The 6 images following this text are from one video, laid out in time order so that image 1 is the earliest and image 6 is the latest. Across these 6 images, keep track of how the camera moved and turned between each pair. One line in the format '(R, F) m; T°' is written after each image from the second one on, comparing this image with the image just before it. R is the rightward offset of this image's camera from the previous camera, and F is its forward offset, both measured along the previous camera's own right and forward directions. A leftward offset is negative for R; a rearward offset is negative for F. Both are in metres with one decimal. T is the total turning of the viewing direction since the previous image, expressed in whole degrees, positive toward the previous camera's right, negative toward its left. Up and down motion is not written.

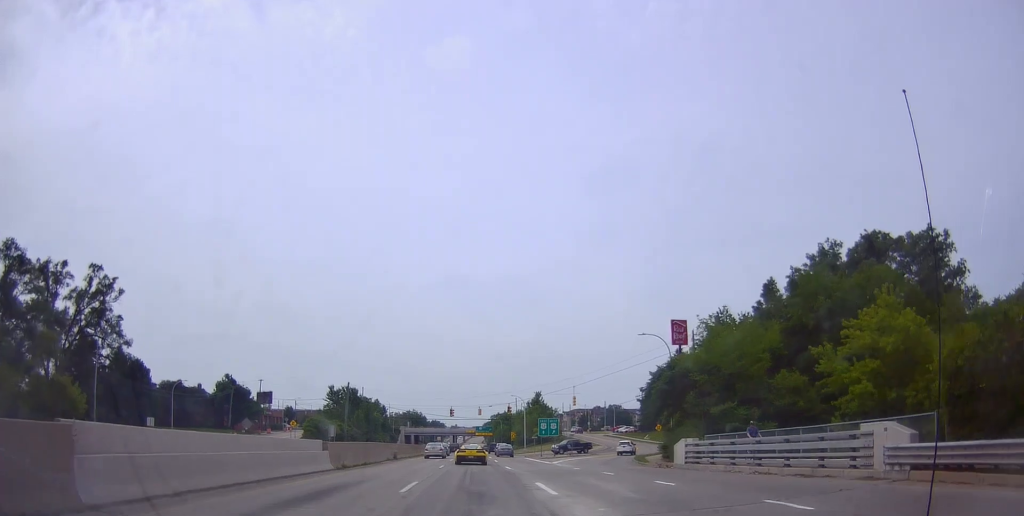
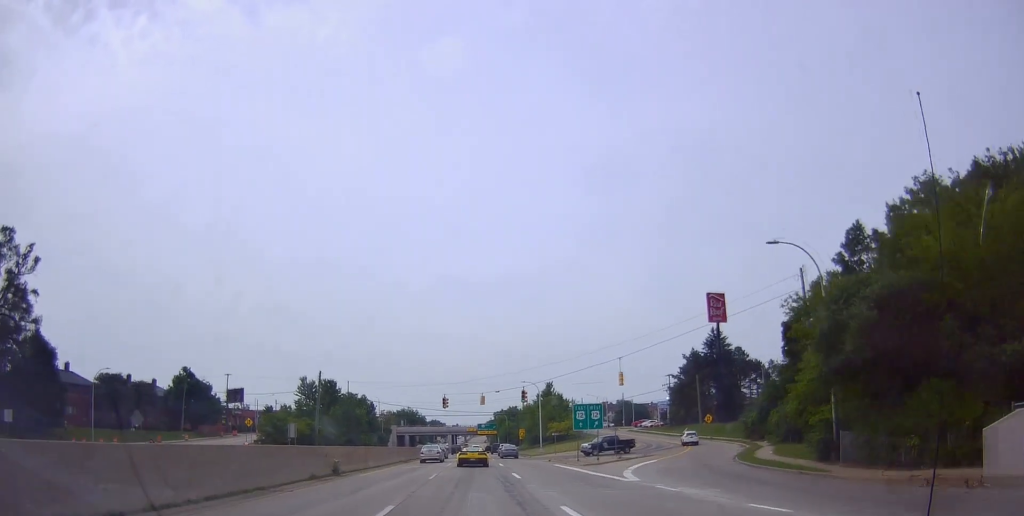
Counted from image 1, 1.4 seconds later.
(+0.6, +24.6) m; 0°
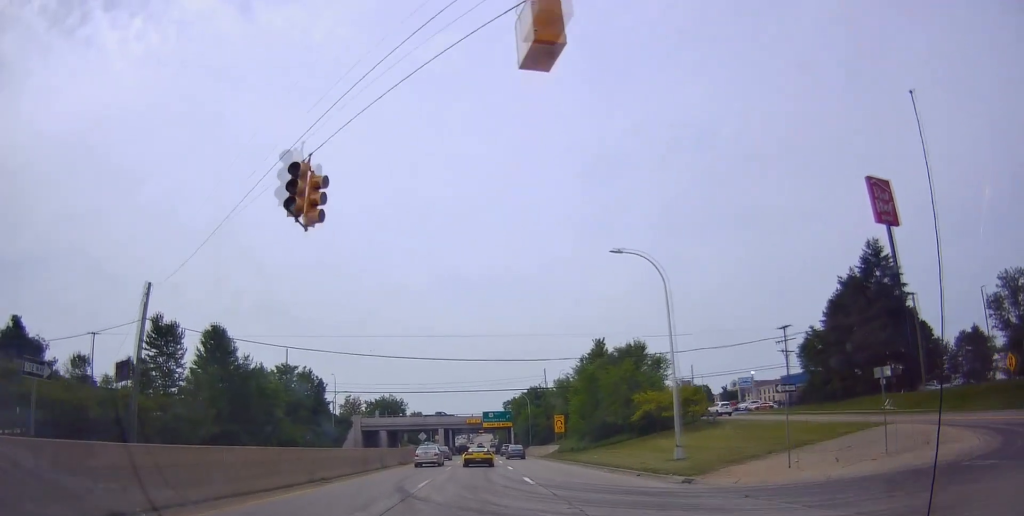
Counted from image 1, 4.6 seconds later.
(-0.9, +55.8) m; -2°
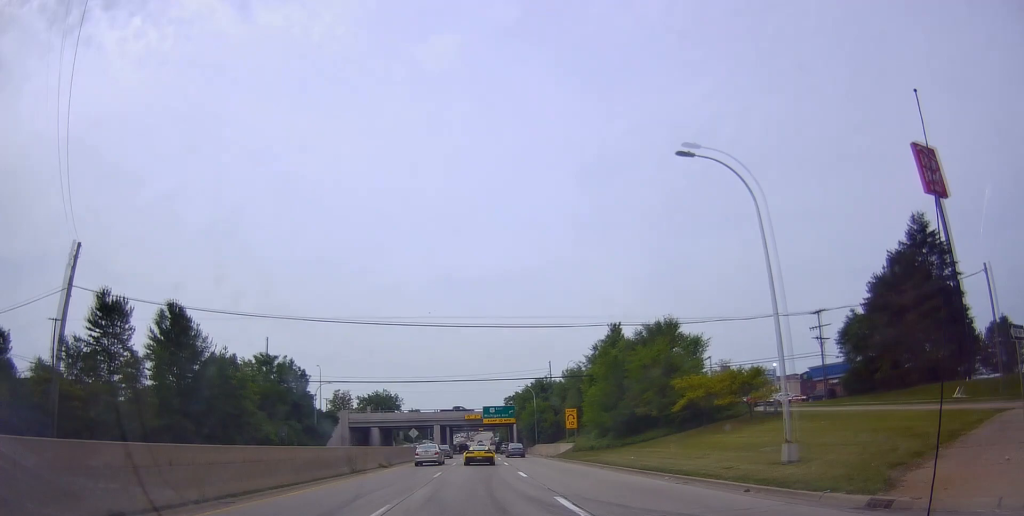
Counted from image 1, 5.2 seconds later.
(-0.1, +9.5) m; 0°
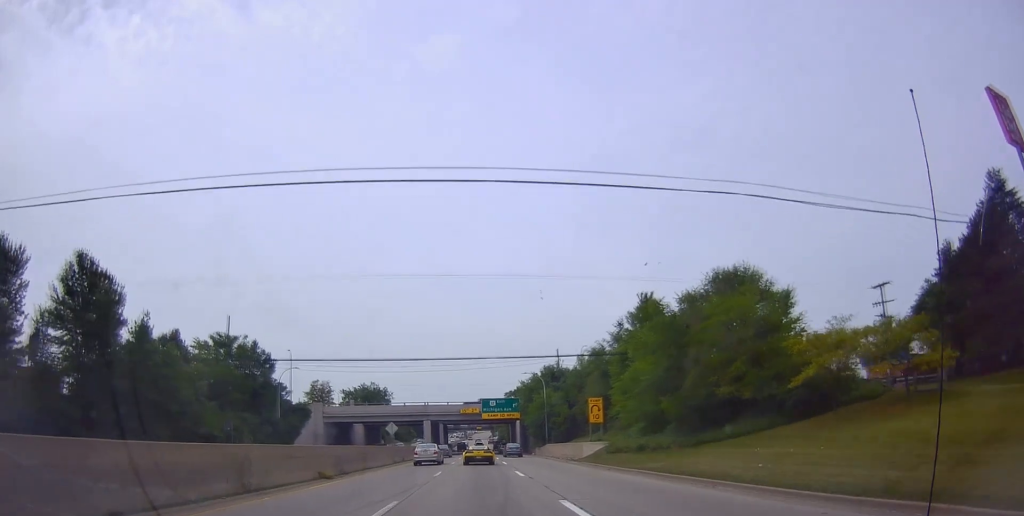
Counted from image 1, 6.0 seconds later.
(0.0, +13.6) m; 0°
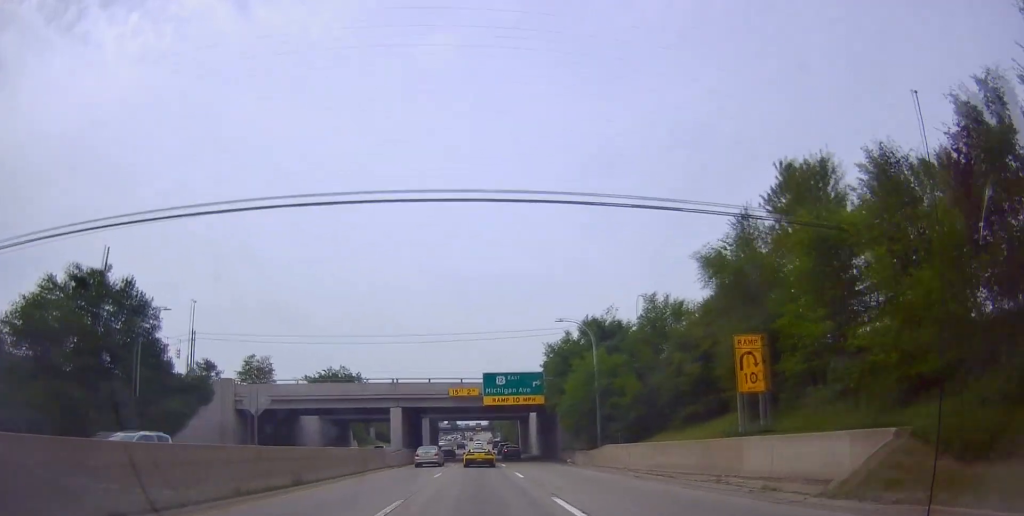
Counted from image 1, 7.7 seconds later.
(0.0, +26.8) m; 0°
